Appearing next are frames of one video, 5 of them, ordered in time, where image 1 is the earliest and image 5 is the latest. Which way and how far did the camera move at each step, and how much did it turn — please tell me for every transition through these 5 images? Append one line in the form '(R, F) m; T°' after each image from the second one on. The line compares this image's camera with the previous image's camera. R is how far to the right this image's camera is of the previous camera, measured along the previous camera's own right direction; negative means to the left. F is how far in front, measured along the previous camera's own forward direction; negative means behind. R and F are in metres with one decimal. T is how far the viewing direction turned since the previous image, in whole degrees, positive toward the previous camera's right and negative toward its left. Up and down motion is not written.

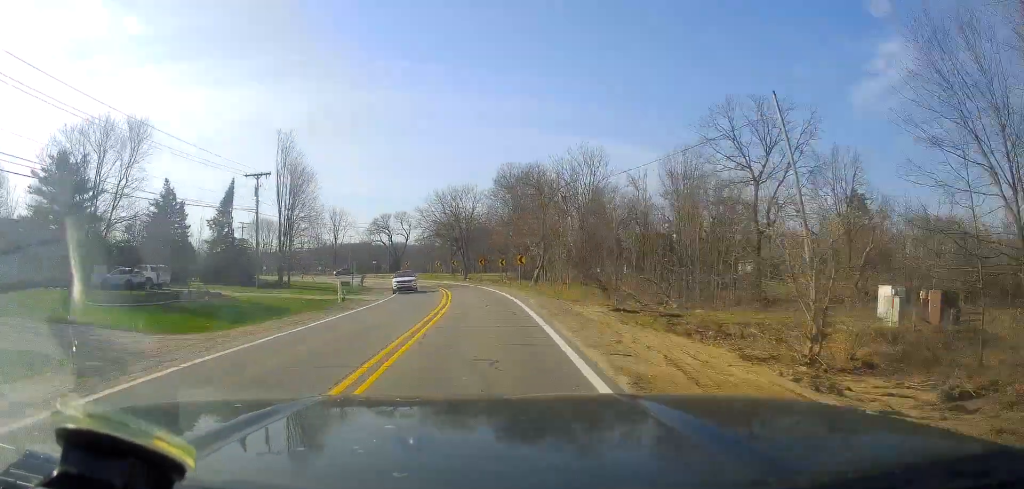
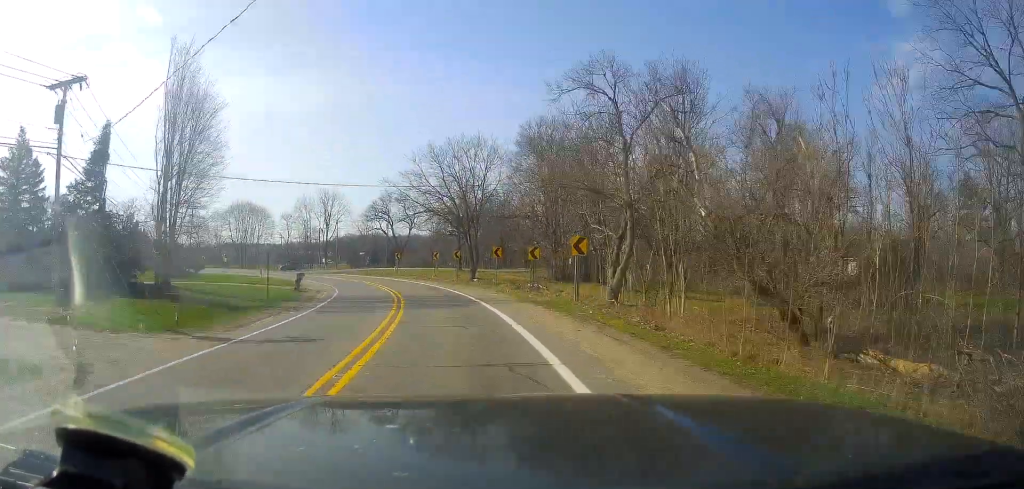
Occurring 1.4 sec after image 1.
(-0.6, +28.0) m; -5°
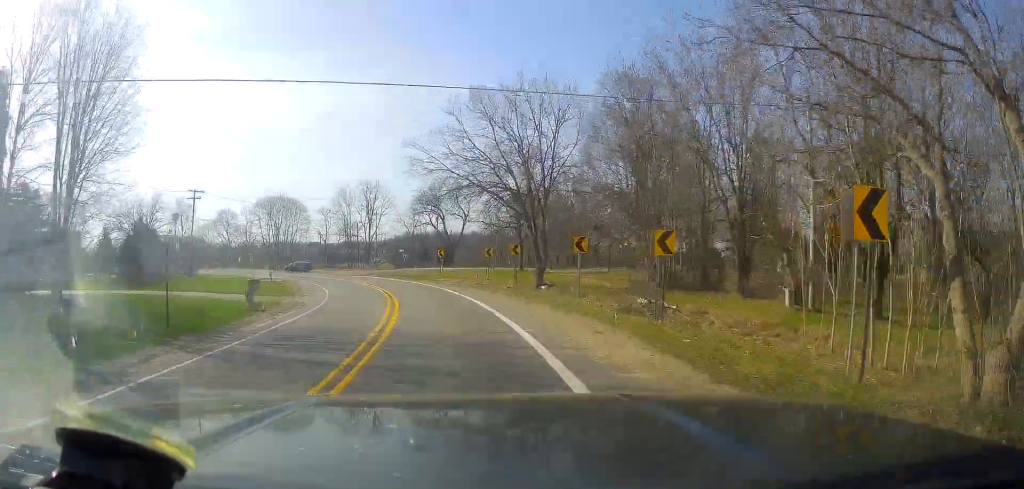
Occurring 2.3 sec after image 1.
(-0.9, +17.2) m; -4°
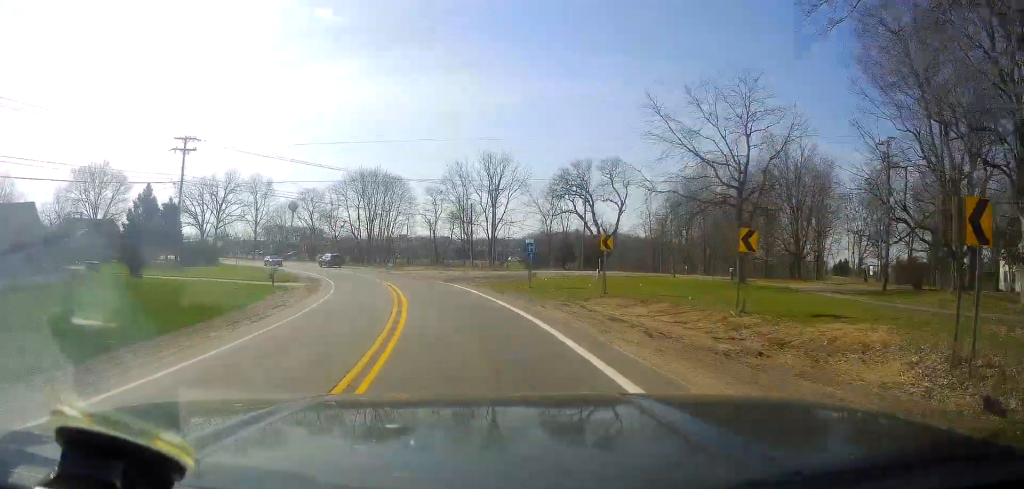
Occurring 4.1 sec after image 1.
(-1.4, +33.1) m; -9°
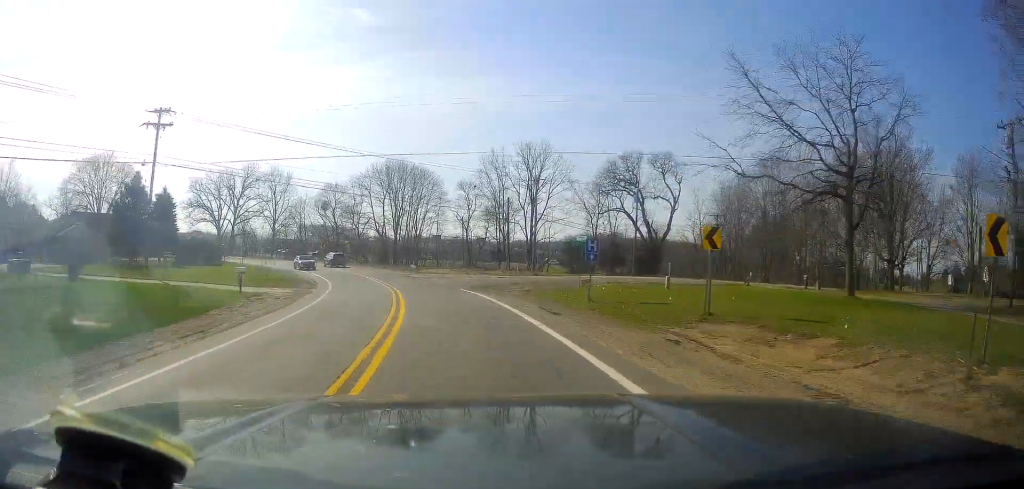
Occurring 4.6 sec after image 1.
(-0.7, +9.7) m; -5°
